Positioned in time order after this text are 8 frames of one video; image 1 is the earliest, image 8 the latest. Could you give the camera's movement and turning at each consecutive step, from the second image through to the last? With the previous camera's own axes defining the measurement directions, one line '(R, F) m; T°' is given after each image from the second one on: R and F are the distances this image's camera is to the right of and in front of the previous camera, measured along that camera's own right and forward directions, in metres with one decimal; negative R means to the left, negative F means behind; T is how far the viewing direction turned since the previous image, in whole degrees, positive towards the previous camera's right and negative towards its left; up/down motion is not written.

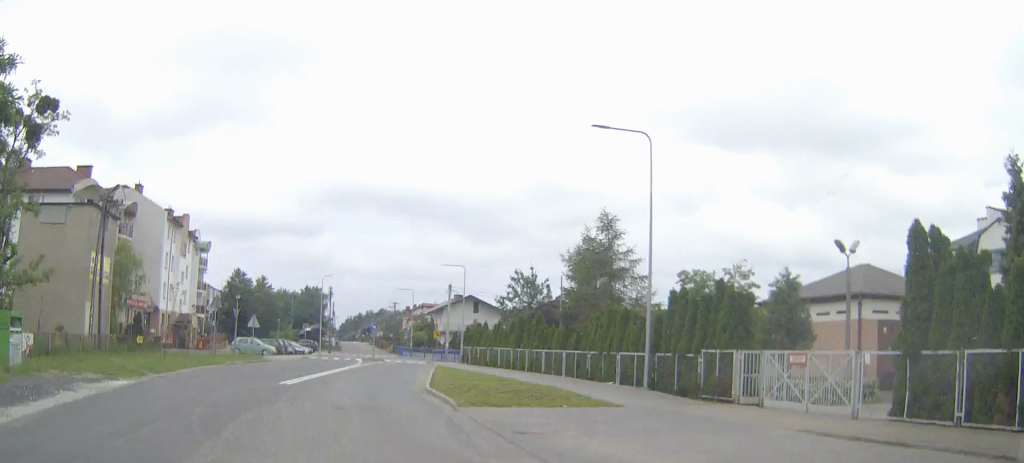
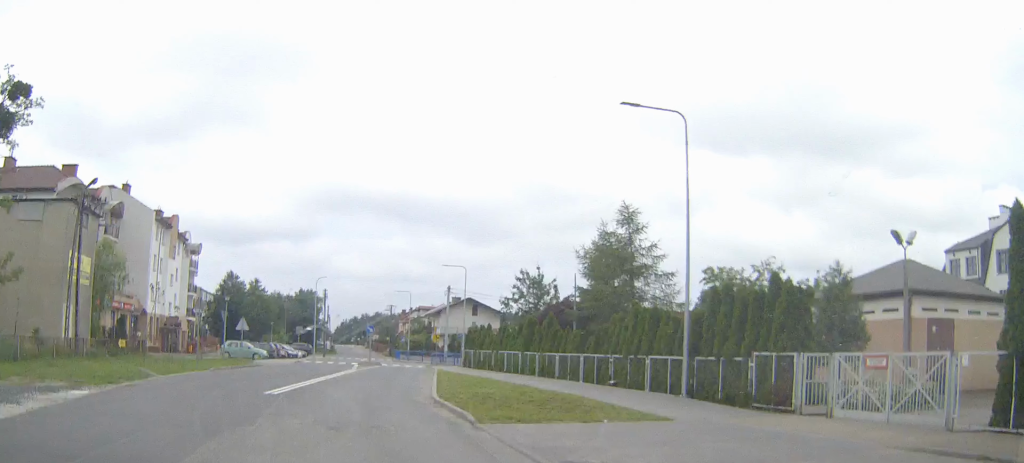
(+0.2, +4.6) m; +4°
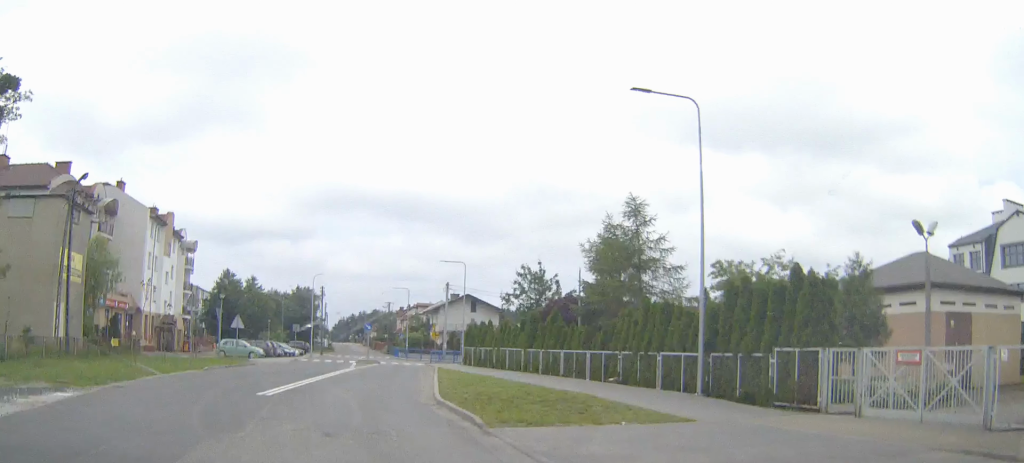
(0.0, +1.2) m; 0°
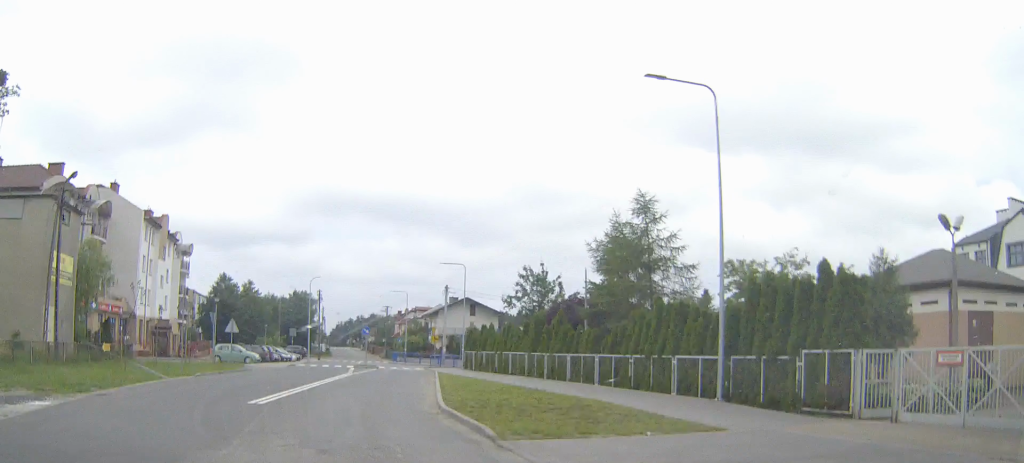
(0.0, +1.3) m; 0°
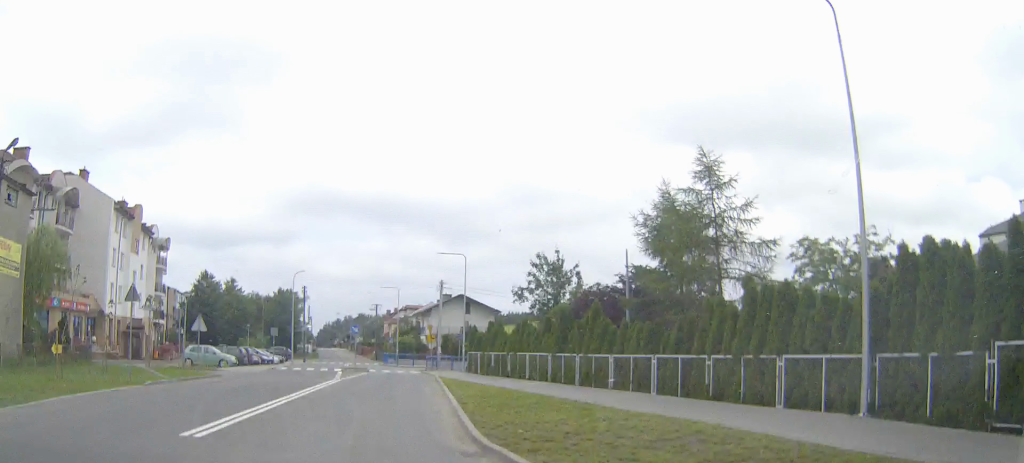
(0.0, +4.9) m; 0°
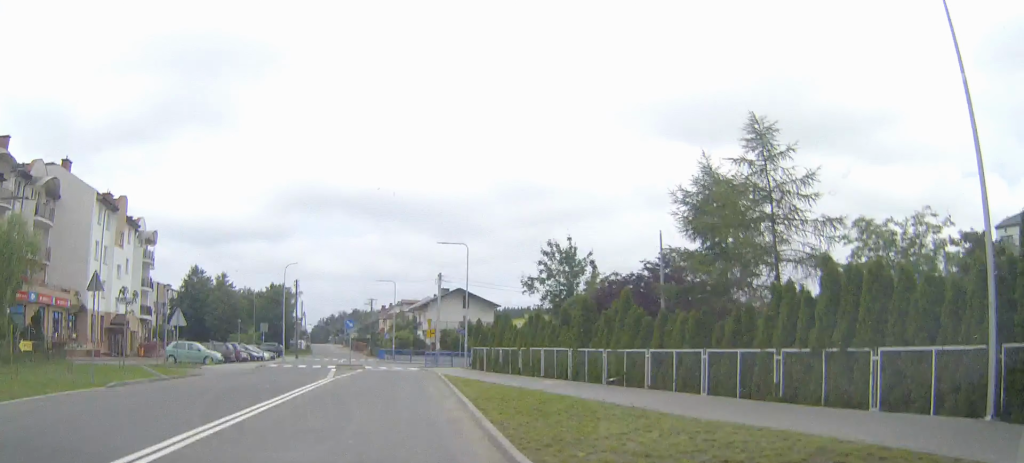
(0.0, +2.5) m; 0°
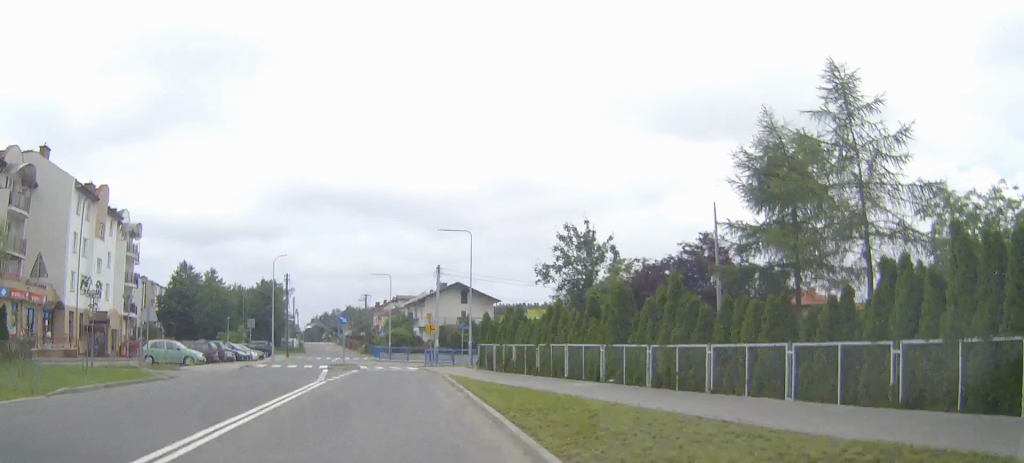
(0.0, +3.5) m; +1°
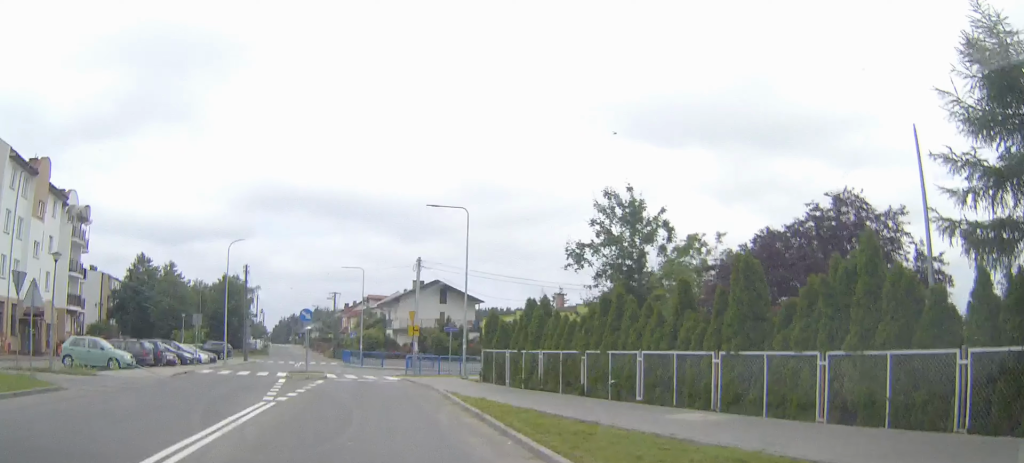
(+0.2, +8.2) m; +2°
